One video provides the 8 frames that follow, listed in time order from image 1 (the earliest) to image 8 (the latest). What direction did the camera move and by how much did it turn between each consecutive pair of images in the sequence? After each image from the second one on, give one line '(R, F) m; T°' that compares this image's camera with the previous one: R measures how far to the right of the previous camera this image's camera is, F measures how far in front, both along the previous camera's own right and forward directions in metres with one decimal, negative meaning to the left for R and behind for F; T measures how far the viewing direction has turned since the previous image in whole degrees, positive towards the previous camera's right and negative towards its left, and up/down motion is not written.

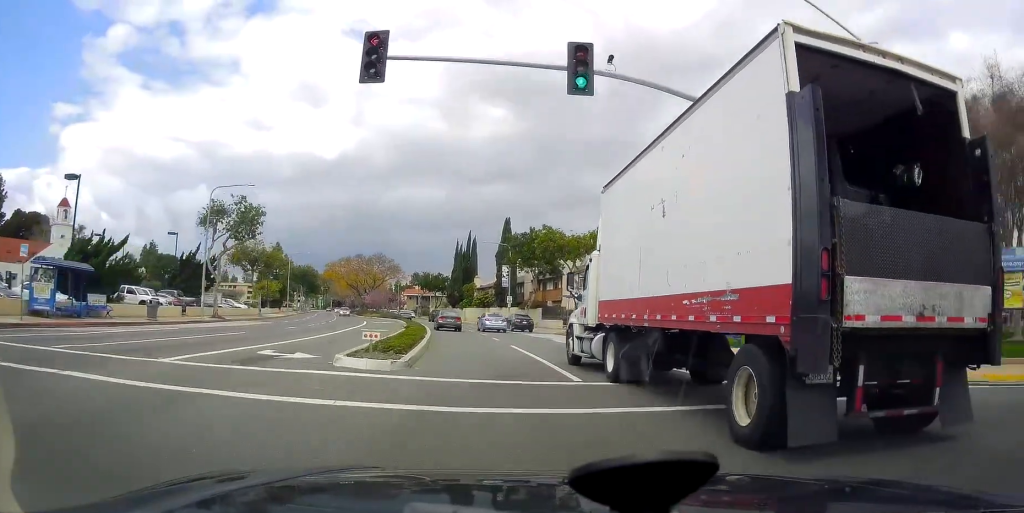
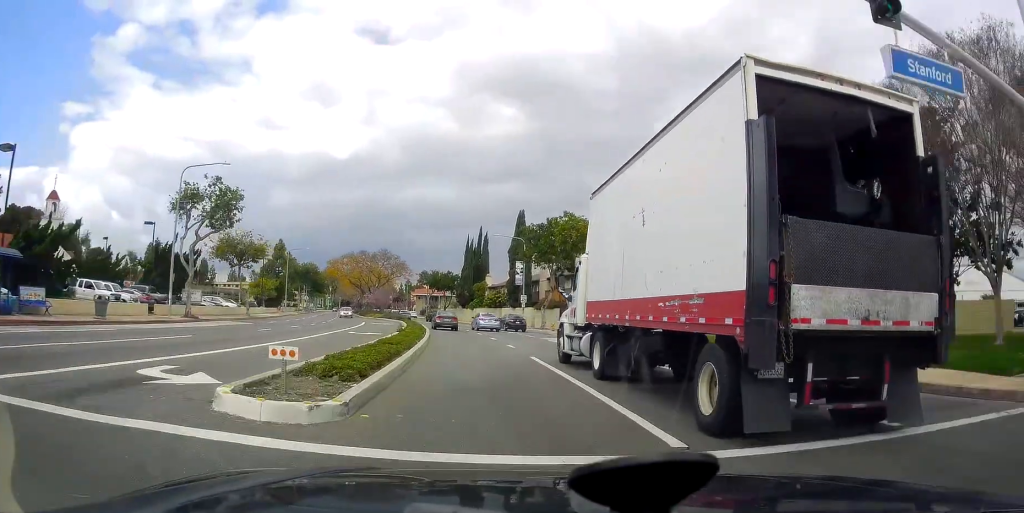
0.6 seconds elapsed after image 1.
(0.0, +6.2) m; 0°
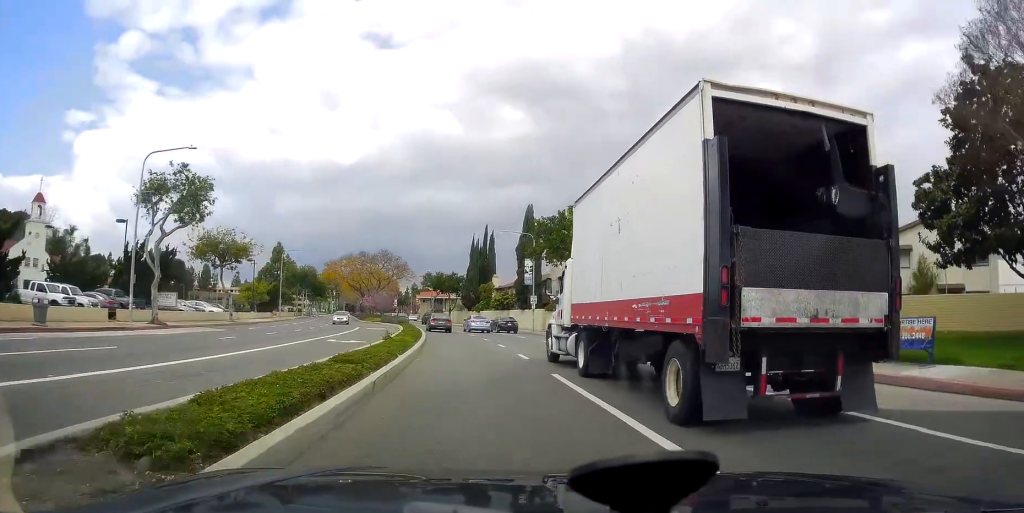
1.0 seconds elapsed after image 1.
(0.0, +5.3) m; 0°
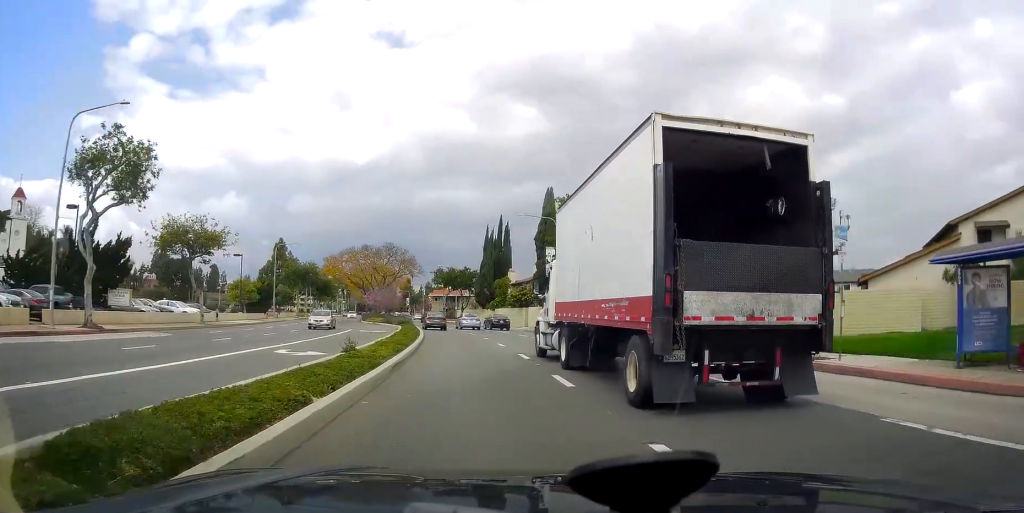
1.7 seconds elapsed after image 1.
(0.0, +7.8) m; -2°
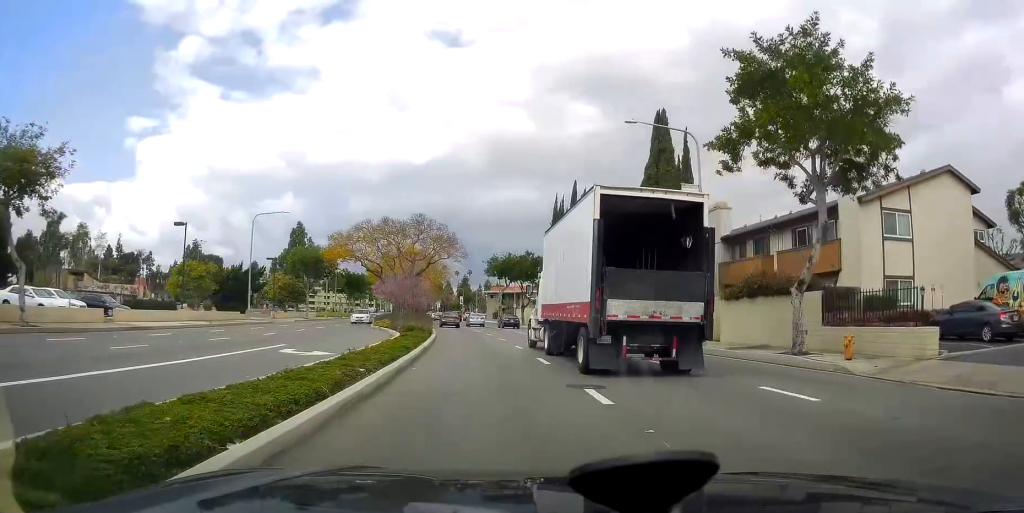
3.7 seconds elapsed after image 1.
(-0.8, +24.2) m; -6°
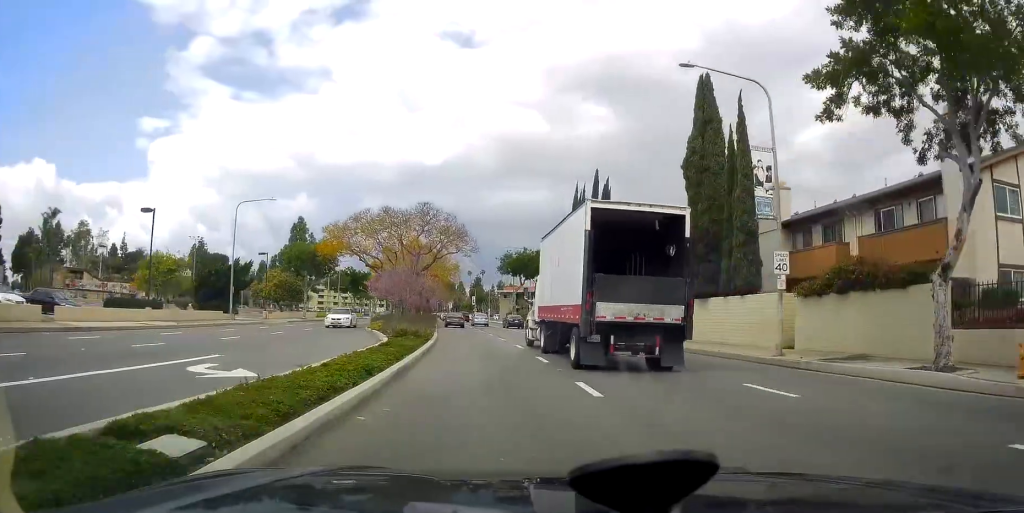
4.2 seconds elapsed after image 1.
(-0.3, +6.4) m; -1°
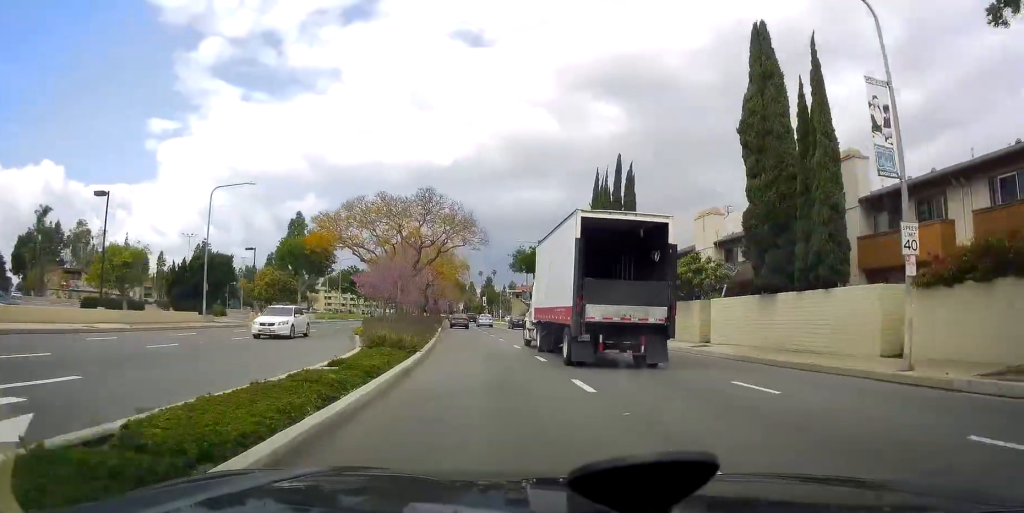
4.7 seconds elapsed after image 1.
(-0.5, +6.5) m; -1°
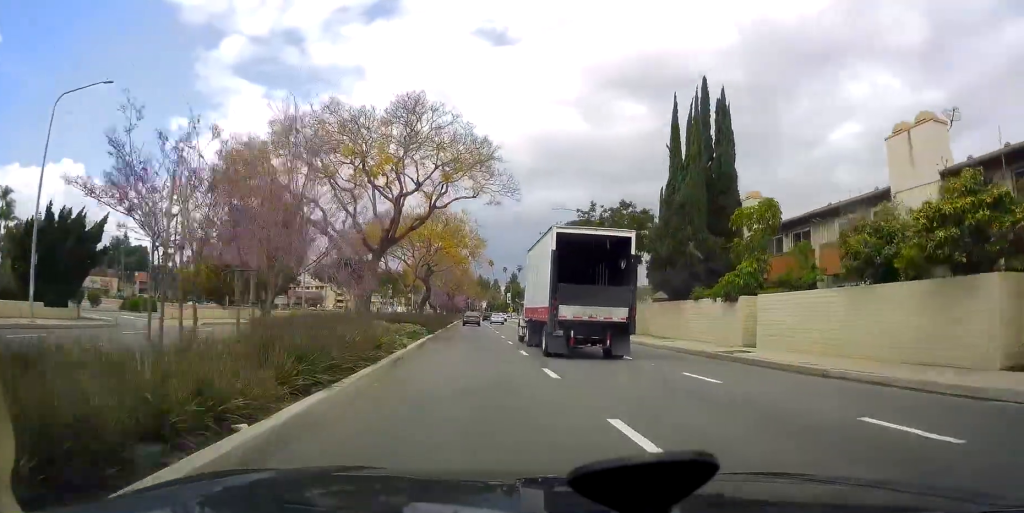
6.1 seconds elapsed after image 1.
(-0.2, +19.6) m; -4°
